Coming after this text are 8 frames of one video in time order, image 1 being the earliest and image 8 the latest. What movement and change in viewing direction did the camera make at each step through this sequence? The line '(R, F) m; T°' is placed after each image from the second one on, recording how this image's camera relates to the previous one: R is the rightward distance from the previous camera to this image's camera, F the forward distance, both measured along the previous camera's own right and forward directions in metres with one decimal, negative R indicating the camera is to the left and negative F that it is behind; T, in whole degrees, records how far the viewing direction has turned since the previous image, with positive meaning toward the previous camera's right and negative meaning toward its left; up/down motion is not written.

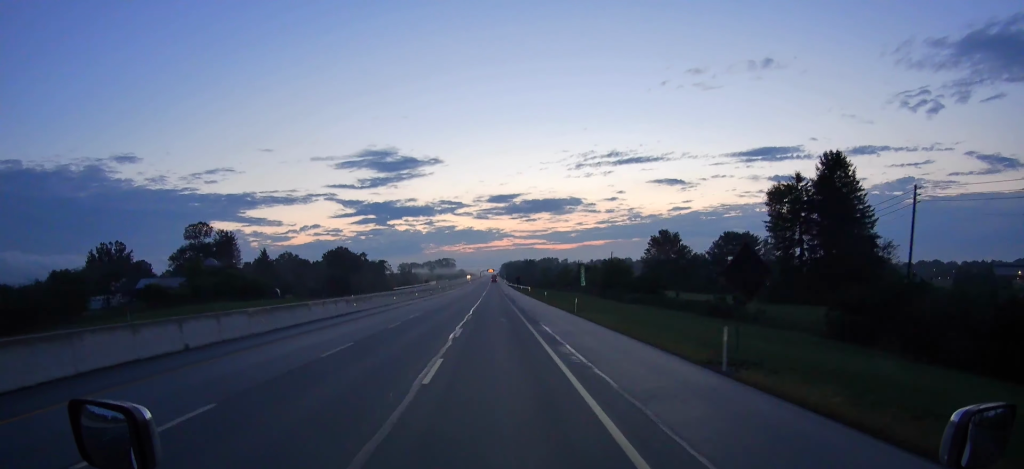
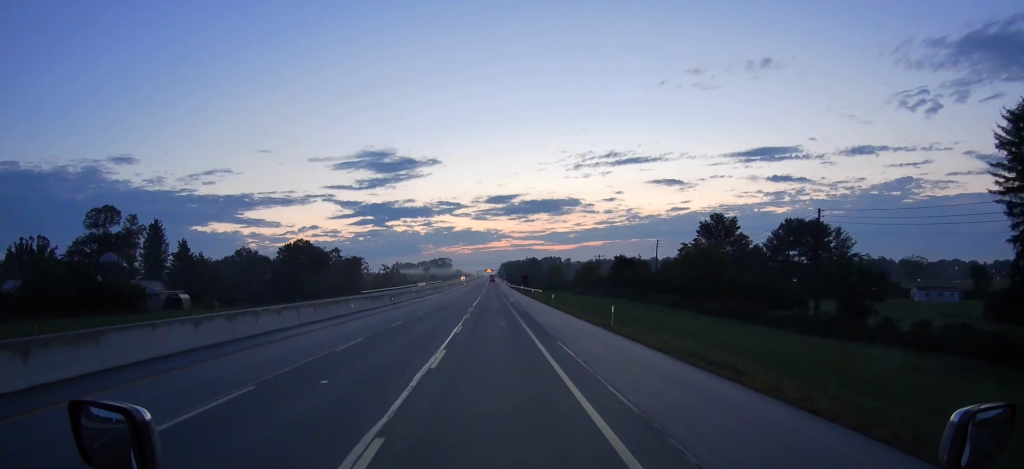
(0.0, +45.9) m; 0°
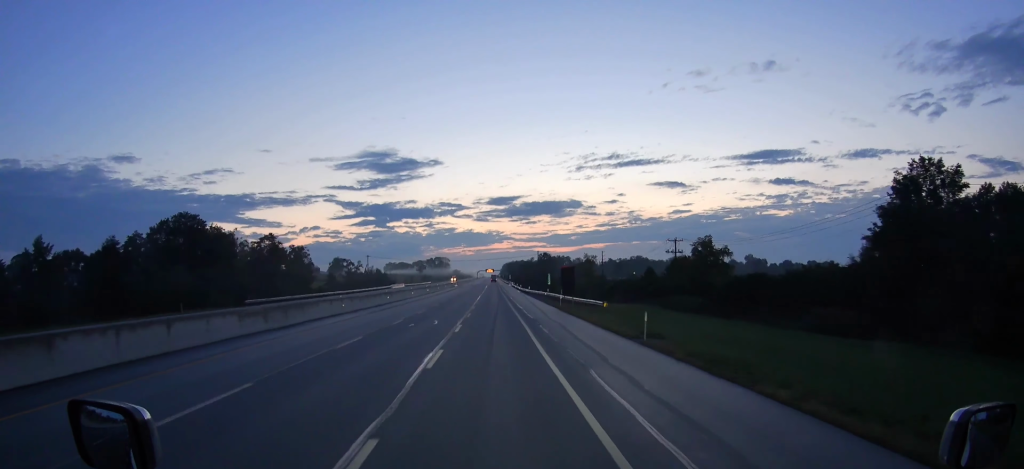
(+0.1, +71.9) m; 0°
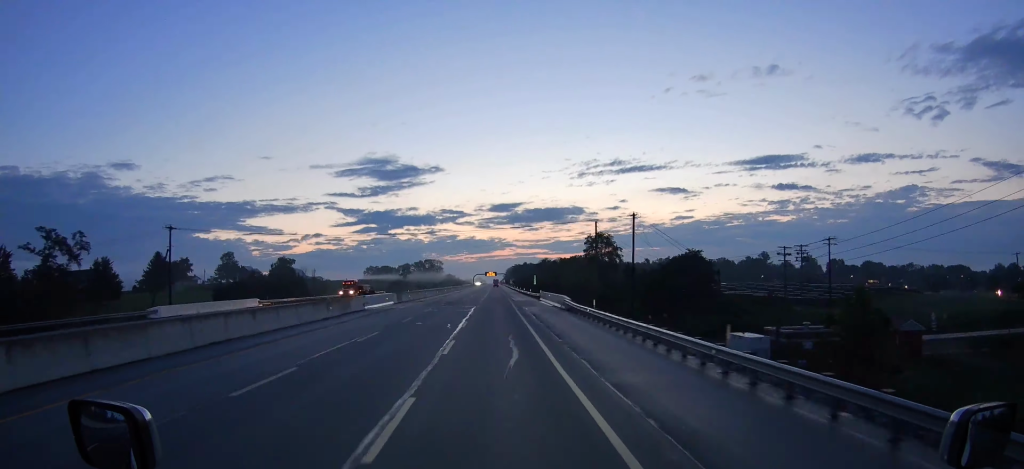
(0.0, +140.3) m; 0°
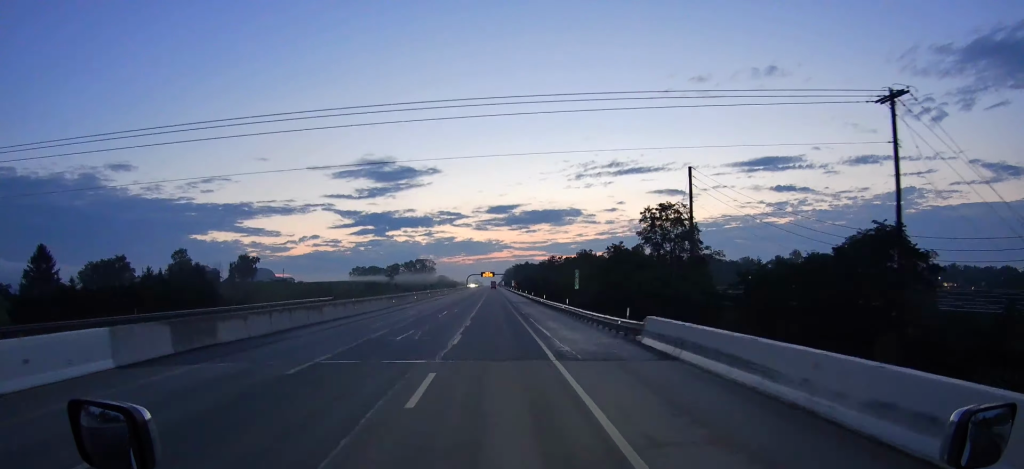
(+0.1, +56.8) m; 0°
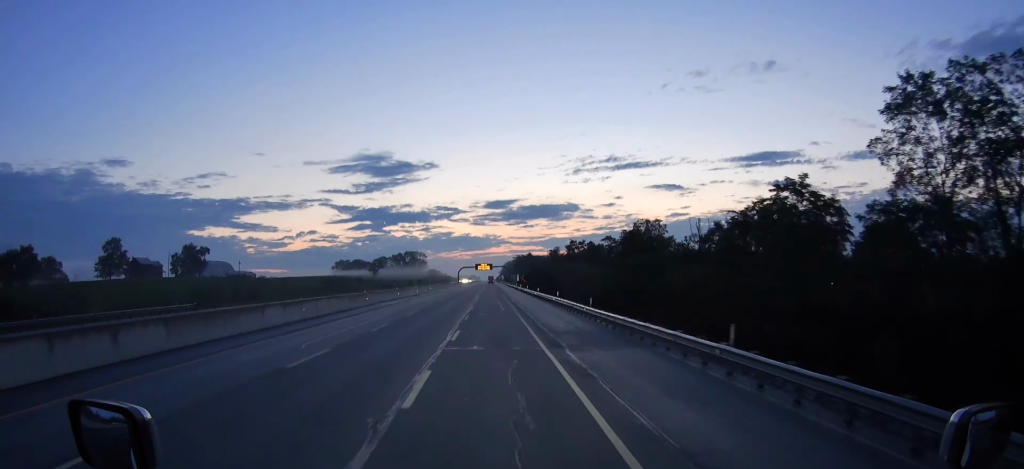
(+0.2, +59.5) m; 0°
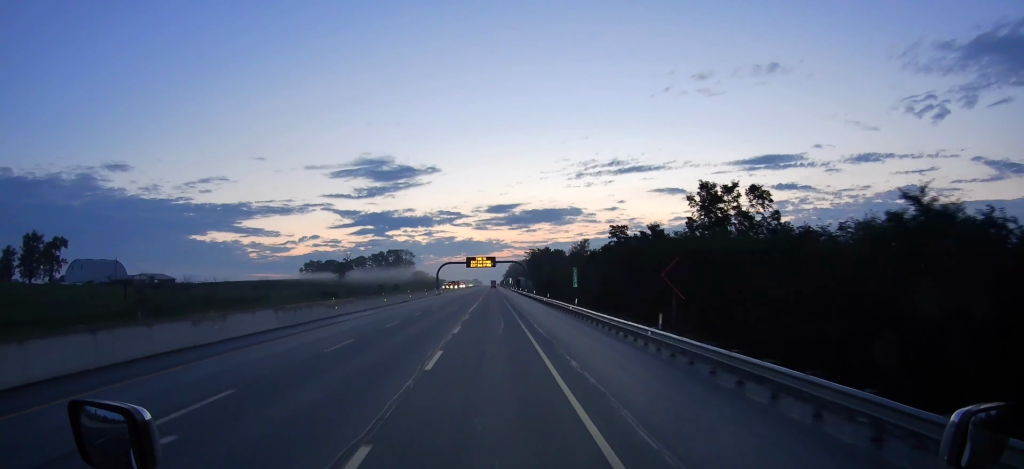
(0.0, +104.0) m; 0°
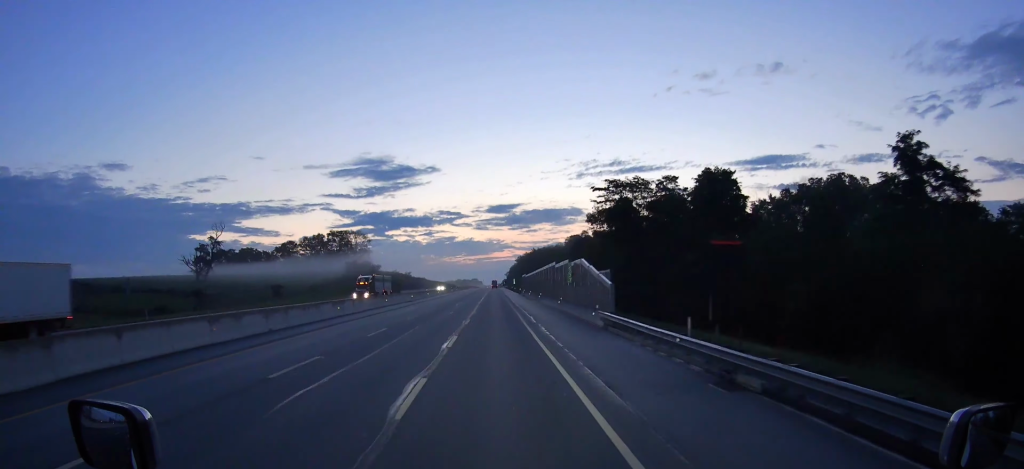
(-0.8, +162.0) m; -1°
